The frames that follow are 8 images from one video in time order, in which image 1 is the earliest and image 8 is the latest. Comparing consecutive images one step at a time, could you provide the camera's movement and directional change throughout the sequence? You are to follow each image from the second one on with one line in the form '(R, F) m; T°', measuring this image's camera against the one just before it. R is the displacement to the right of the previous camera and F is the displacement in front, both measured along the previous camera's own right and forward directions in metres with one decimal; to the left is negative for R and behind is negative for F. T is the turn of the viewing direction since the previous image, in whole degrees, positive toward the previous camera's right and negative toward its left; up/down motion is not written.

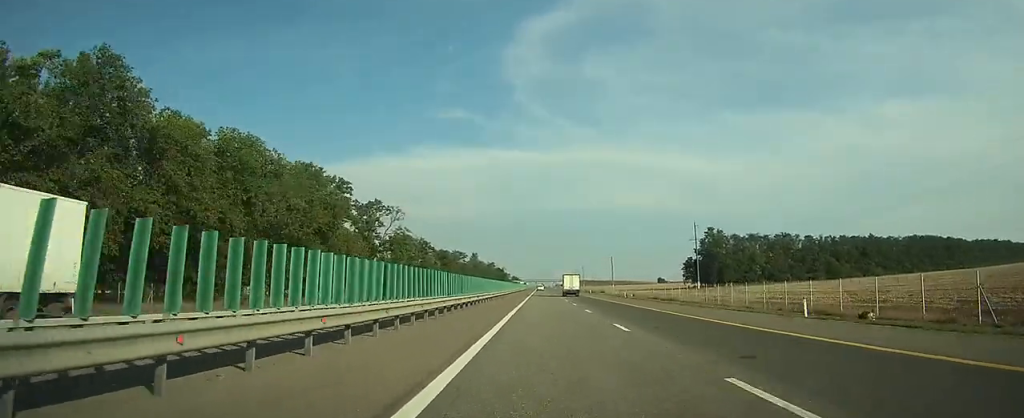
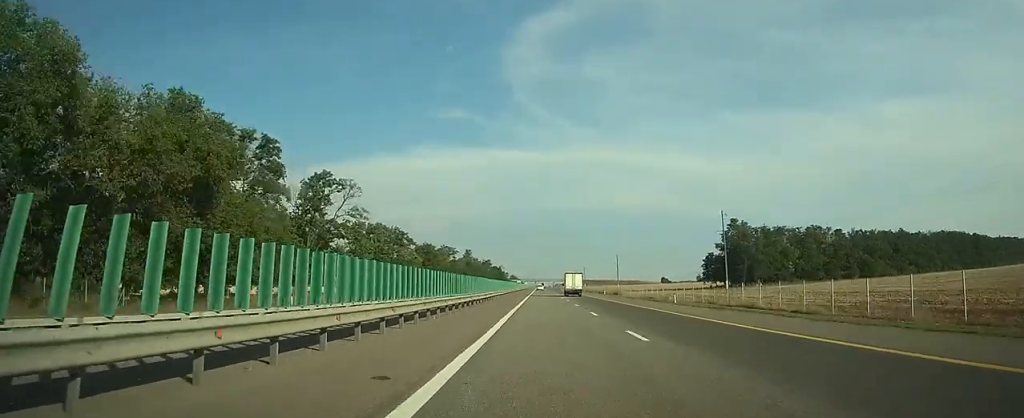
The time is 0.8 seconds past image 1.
(0.0, +27.1) m; 0°
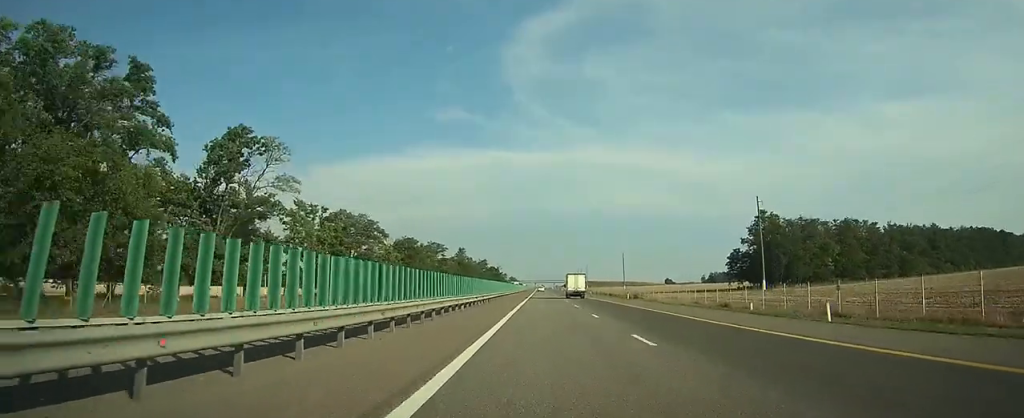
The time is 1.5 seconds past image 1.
(+0.1, +24.9) m; 0°
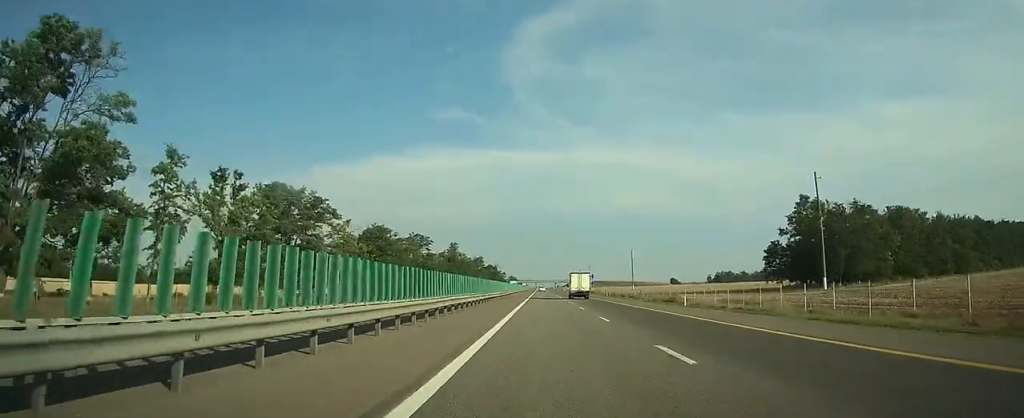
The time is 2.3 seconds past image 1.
(0.0, +27.2) m; 0°
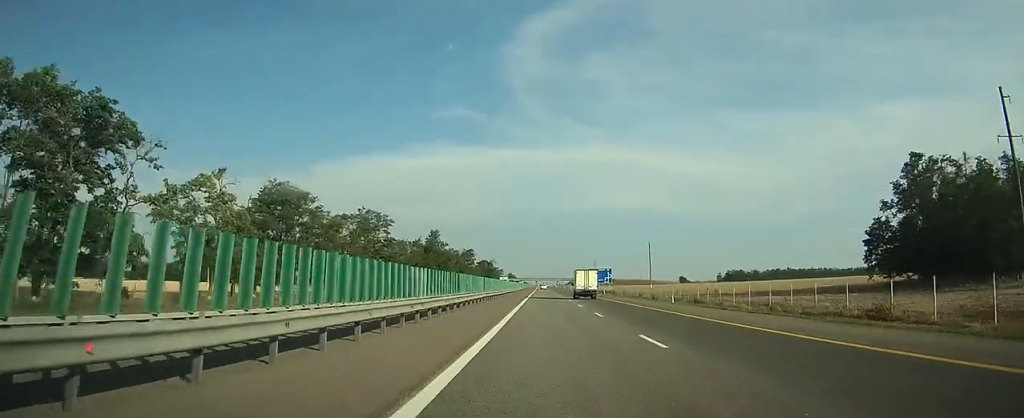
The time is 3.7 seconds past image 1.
(-0.1, +45.4) m; 0°
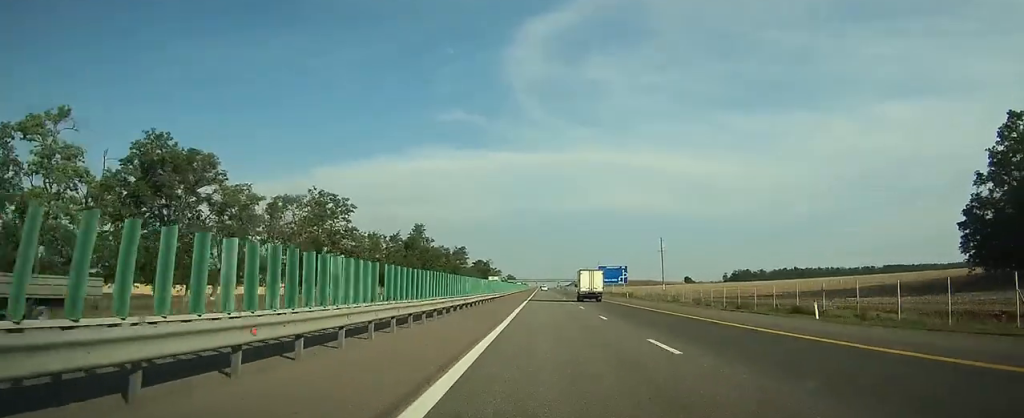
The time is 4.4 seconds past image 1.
(+0.1, +25.0) m; 0°
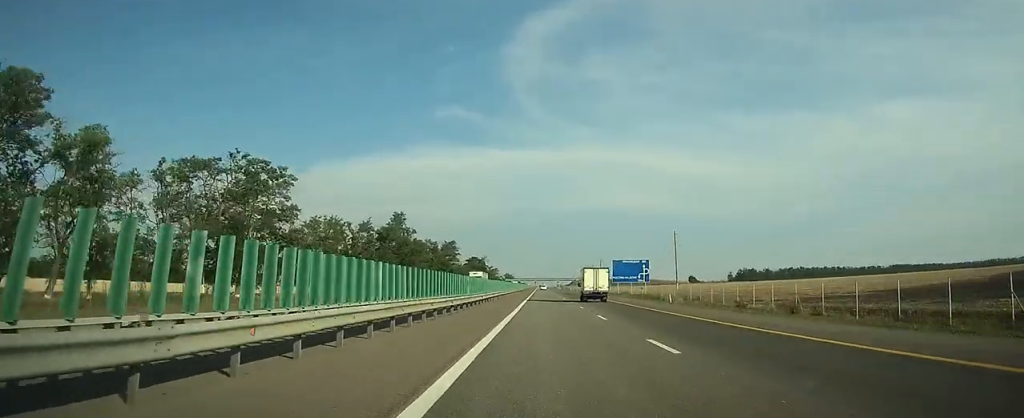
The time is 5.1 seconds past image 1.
(0.0, +23.9) m; 0°
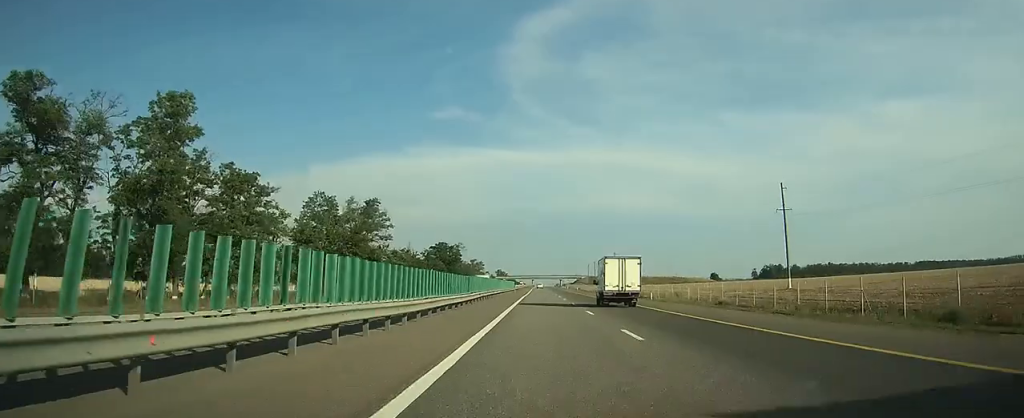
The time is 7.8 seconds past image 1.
(0.0, +93.3) m; 0°
